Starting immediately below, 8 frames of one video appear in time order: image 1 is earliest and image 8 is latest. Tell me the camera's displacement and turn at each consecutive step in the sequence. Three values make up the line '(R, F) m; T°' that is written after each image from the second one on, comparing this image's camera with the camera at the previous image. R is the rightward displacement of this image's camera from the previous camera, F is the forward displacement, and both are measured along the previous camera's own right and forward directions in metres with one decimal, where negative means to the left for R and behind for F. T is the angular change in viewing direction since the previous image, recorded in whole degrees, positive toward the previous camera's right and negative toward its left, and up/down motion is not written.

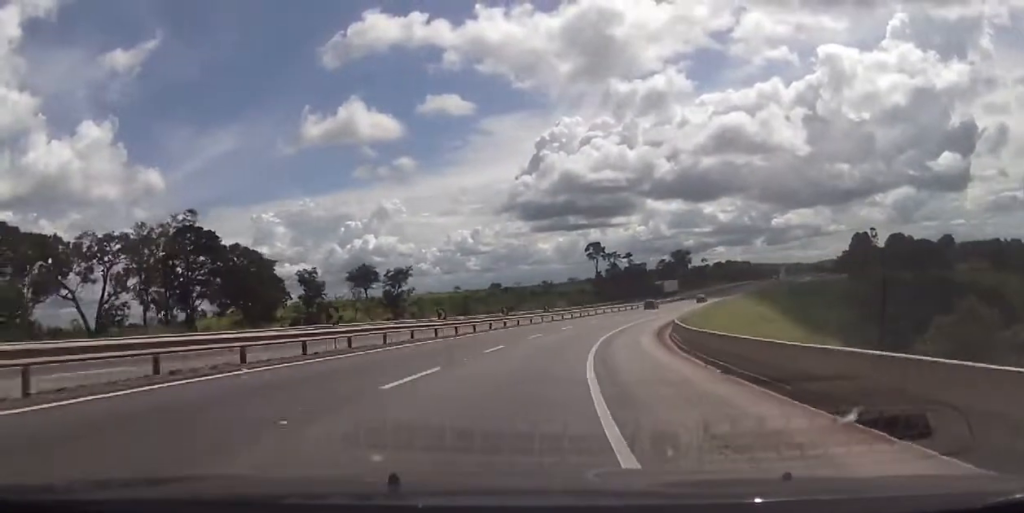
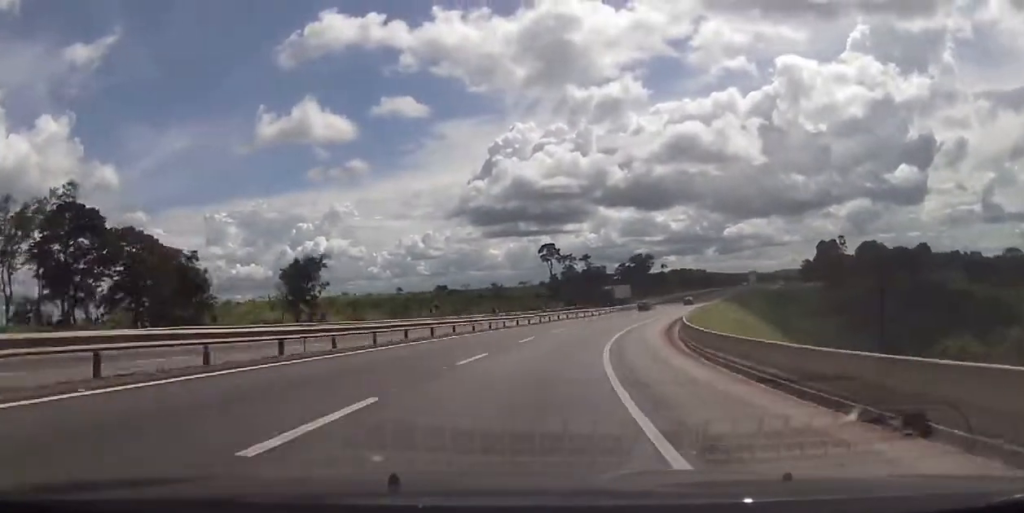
(+1.0, +18.1) m; +4°
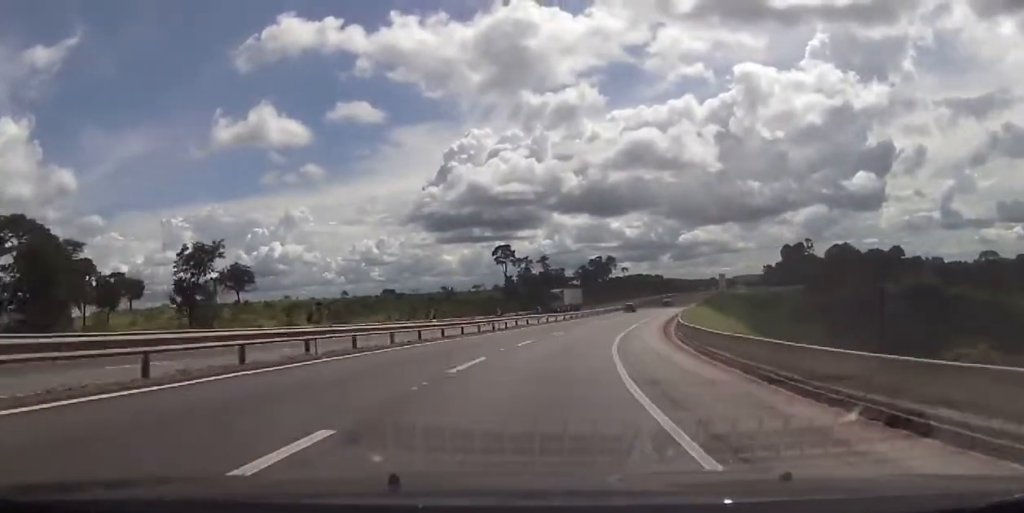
(+0.2, +14.3) m; +3°
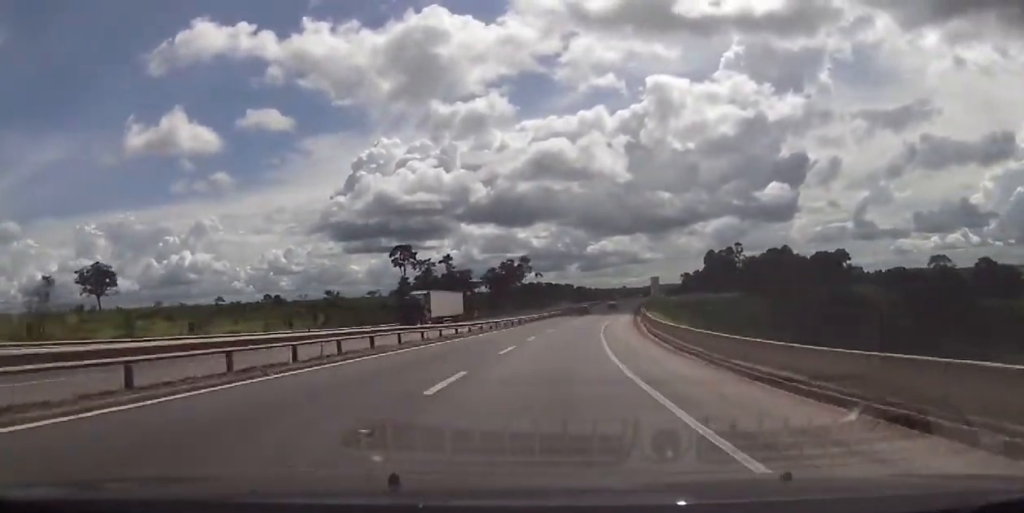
(+1.1, +27.9) m; +7°
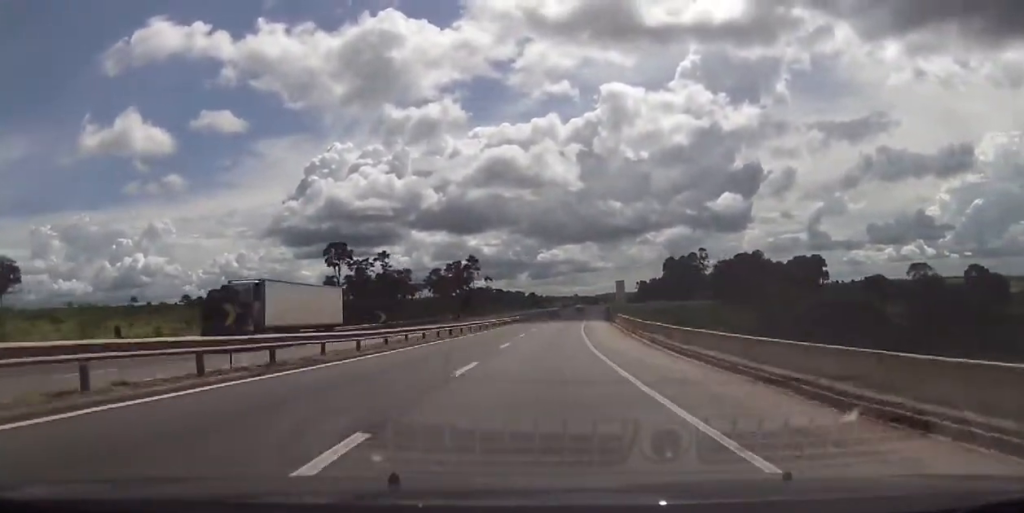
(+1.3, +20.4) m; +5°
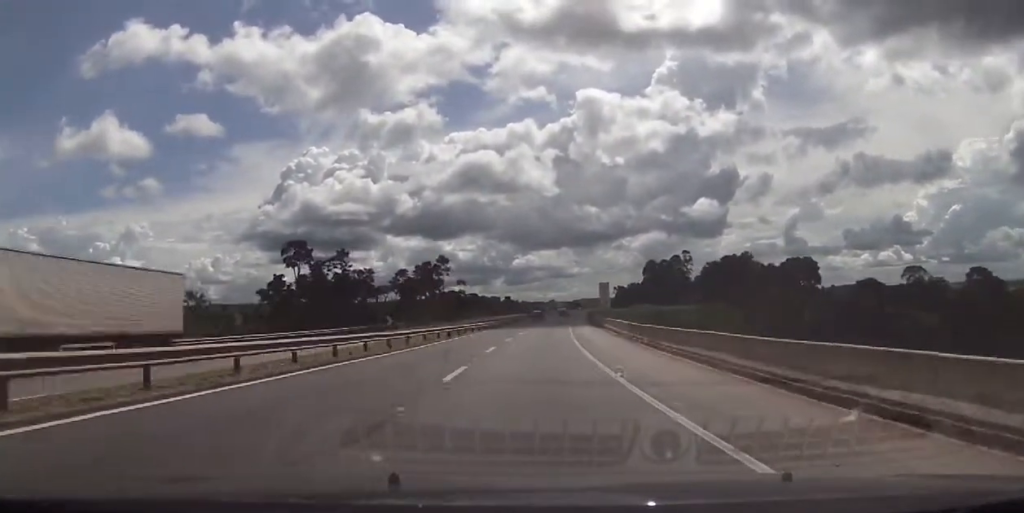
(+0.5, +13.7) m; +3°
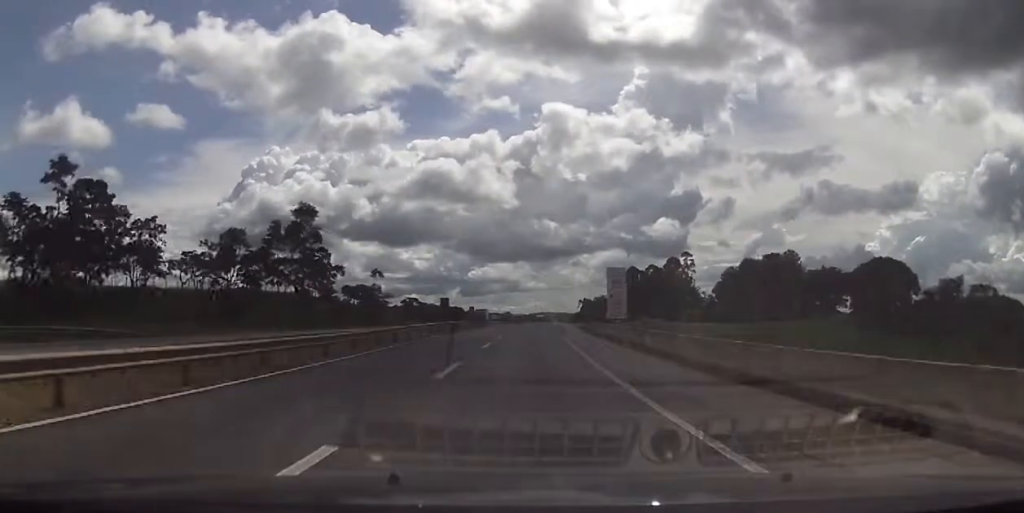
(+4.9, +70.2) m; +5°
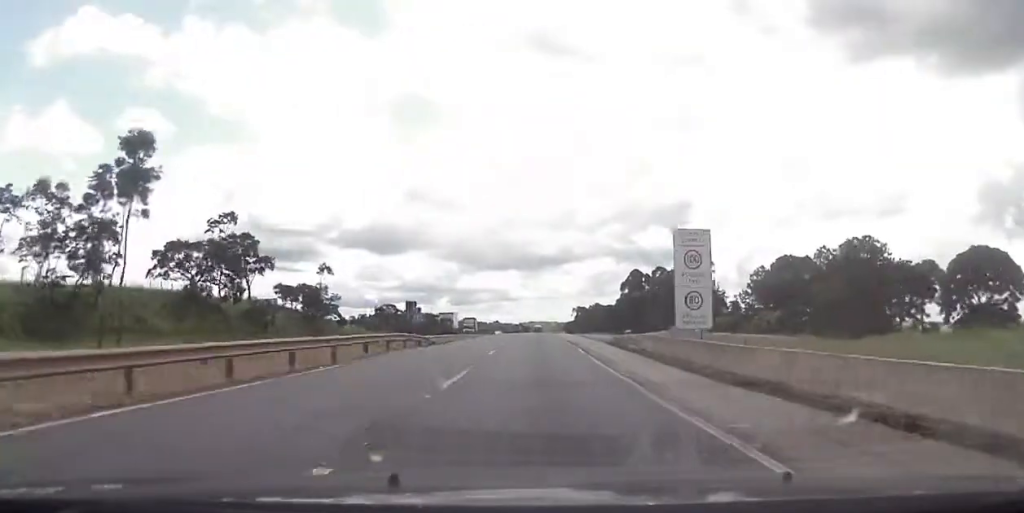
(+0.5, +34.2) m; +2°
